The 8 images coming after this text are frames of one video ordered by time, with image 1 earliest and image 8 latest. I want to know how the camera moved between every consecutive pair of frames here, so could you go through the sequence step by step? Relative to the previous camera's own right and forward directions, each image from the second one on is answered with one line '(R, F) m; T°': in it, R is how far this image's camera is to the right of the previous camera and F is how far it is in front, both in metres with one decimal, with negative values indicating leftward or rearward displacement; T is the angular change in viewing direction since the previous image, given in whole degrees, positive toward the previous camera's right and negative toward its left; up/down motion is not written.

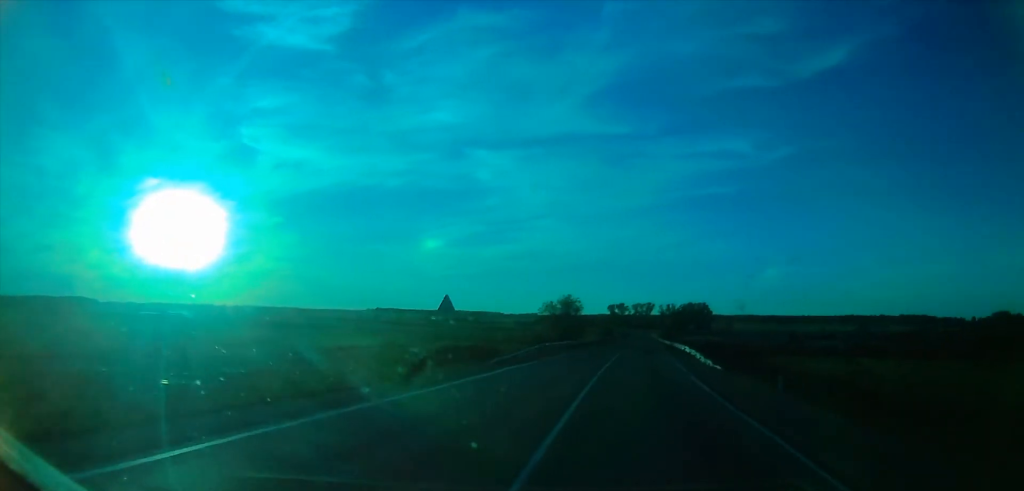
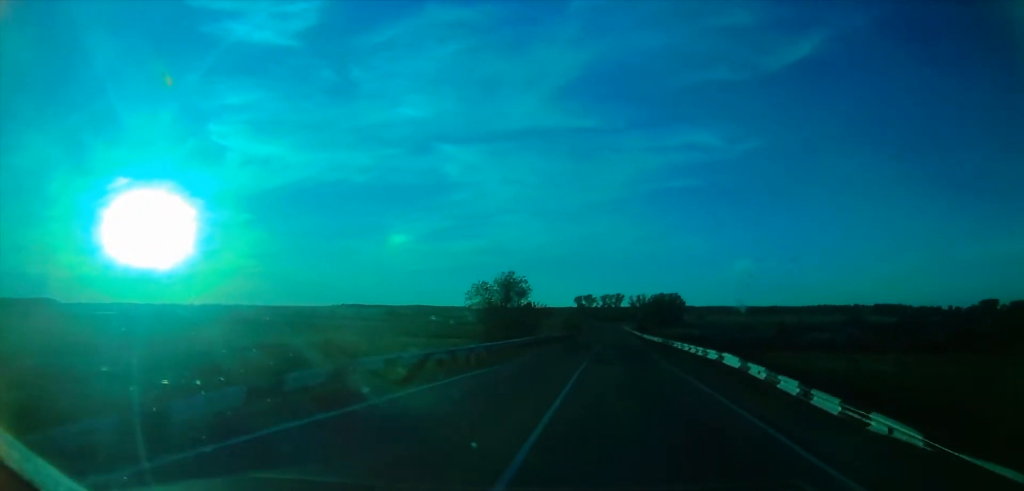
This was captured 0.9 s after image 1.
(+0.2, +24.8) m; +3°
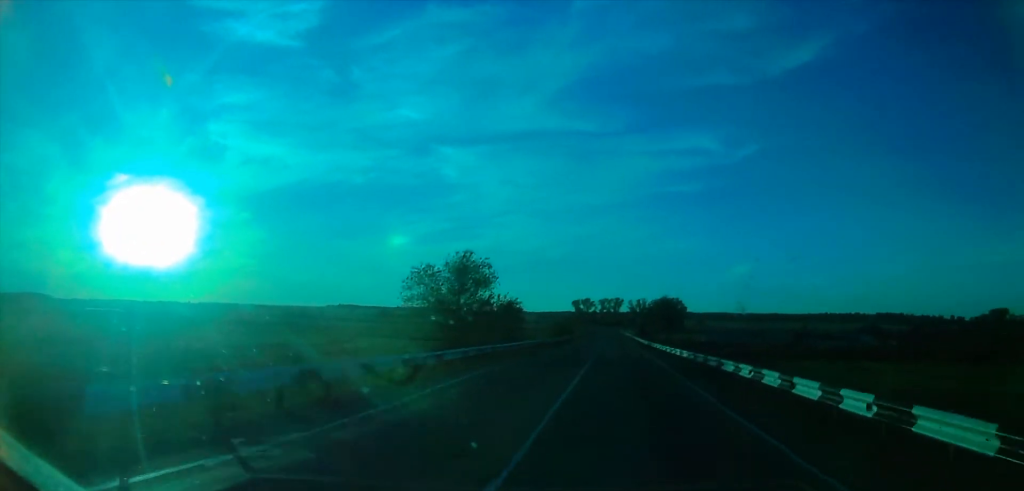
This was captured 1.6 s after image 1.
(+0.2, +17.1) m; +2°
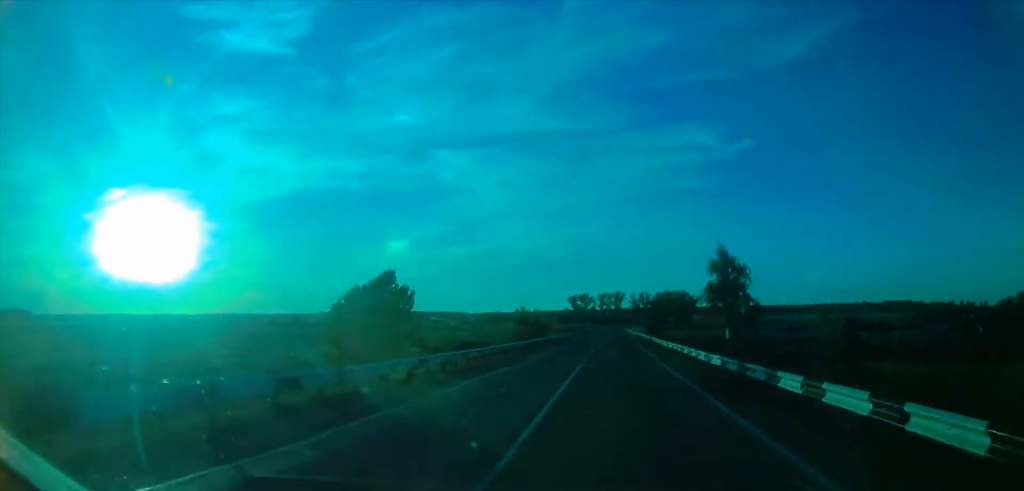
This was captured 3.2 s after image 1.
(+1.8, +44.3) m; +1°
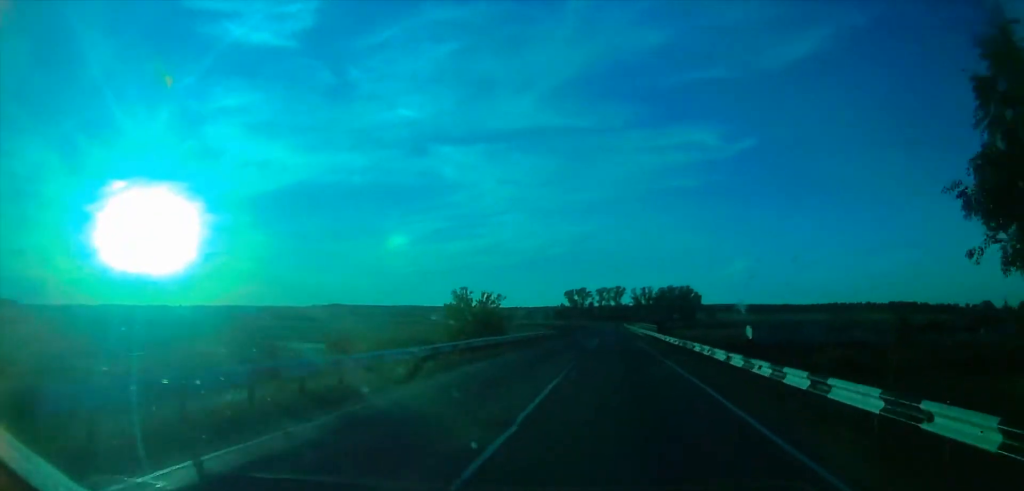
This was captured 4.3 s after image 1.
(-0.6, +31.6) m; -1°
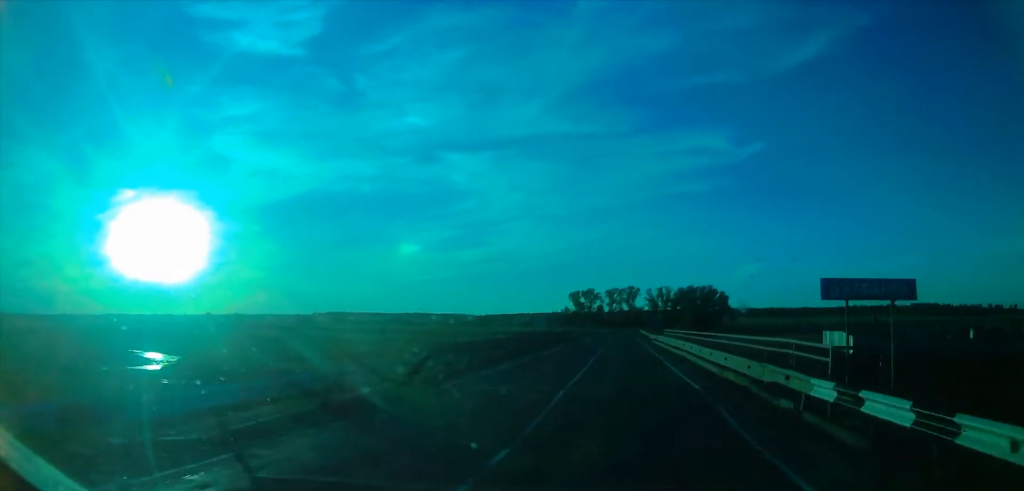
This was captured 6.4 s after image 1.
(+0.7, +50.3) m; +1°
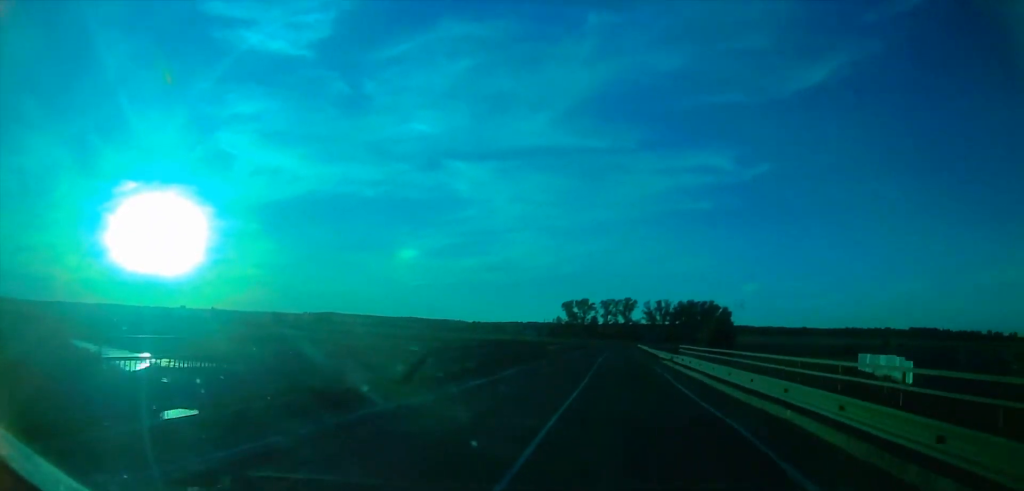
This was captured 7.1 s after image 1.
(-0.2, +17.4) m; 0°
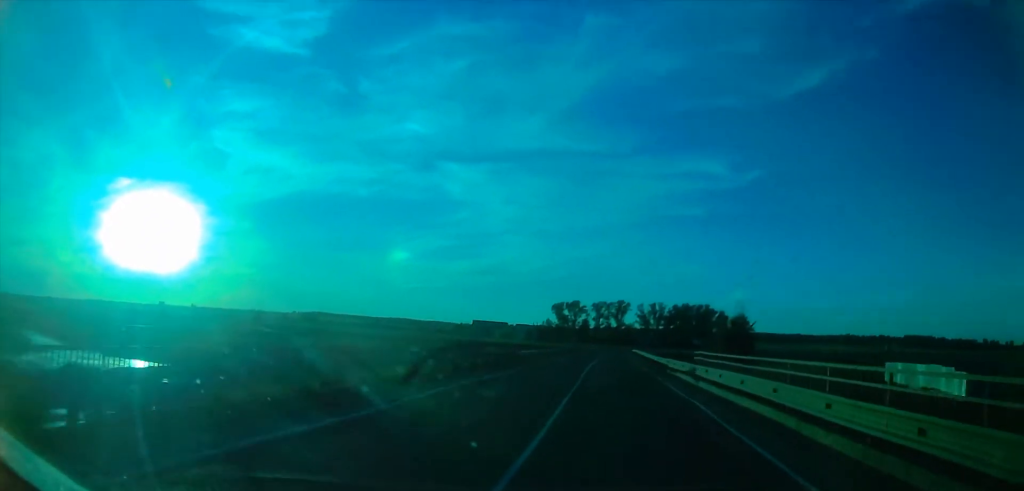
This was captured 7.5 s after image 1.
(0.0, +11.4) m; 0°
